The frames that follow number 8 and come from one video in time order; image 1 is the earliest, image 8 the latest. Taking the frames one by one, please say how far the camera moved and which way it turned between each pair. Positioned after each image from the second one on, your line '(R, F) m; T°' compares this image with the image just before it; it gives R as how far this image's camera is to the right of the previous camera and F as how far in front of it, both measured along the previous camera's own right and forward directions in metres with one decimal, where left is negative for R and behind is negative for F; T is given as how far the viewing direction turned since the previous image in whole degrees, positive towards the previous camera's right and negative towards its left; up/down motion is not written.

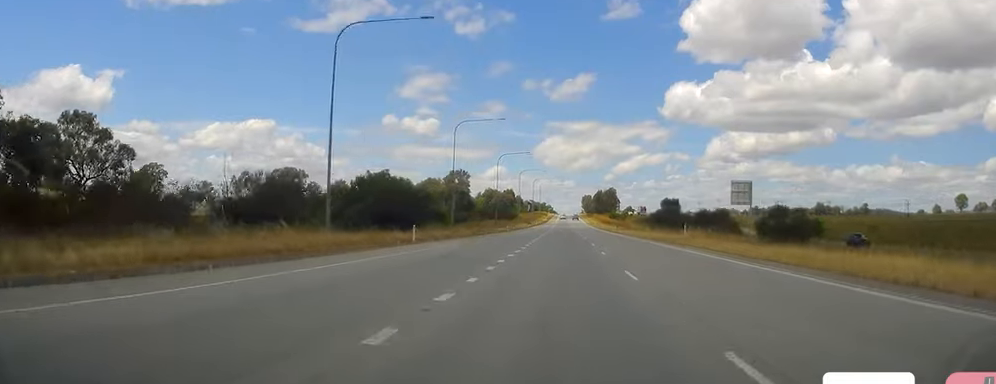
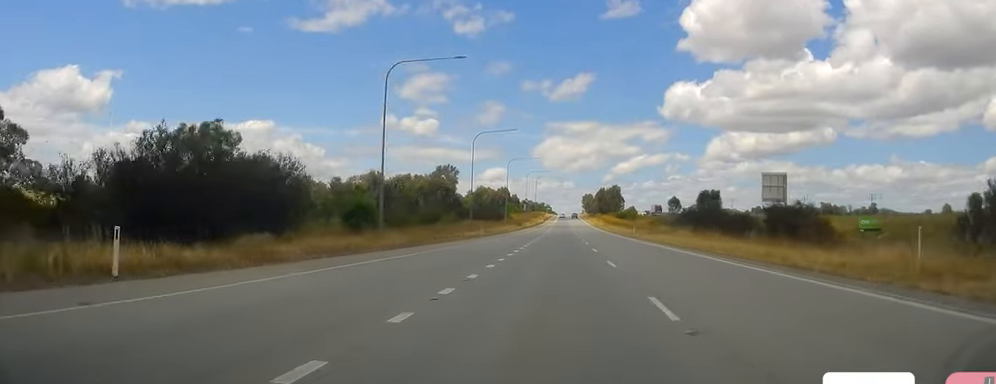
(+0.4, +30.3) m; 0°
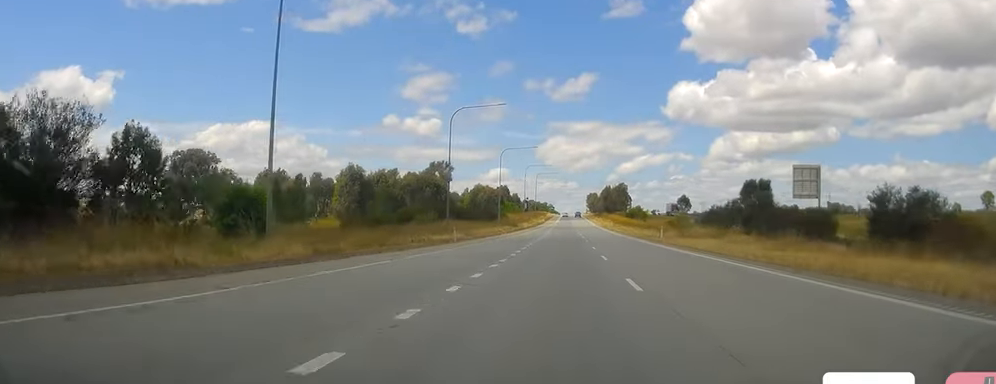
(-0.2, +19.5) m; -1°
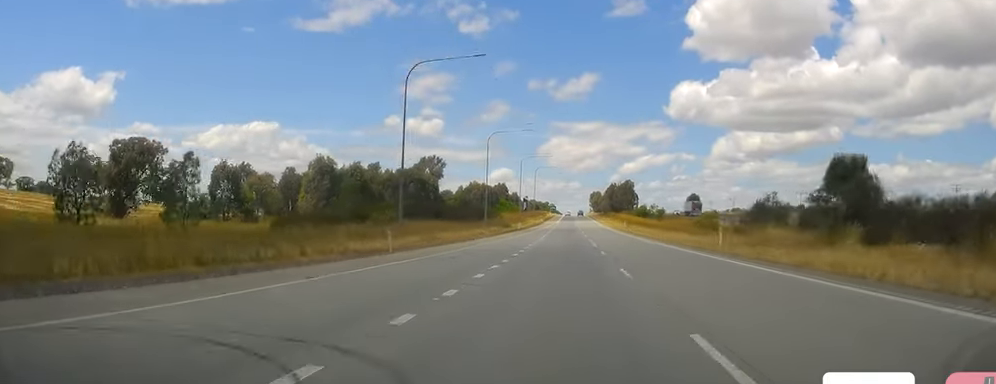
(-0.3, +20.5) m; 0°
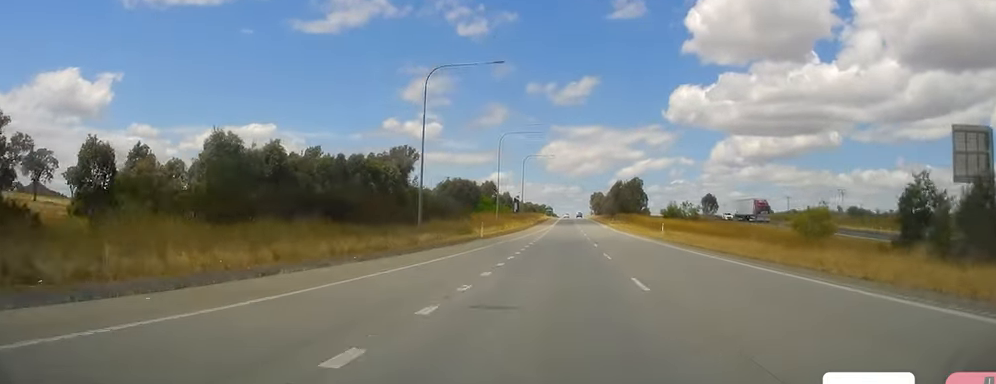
(+0.8, +39.1) m; +2°
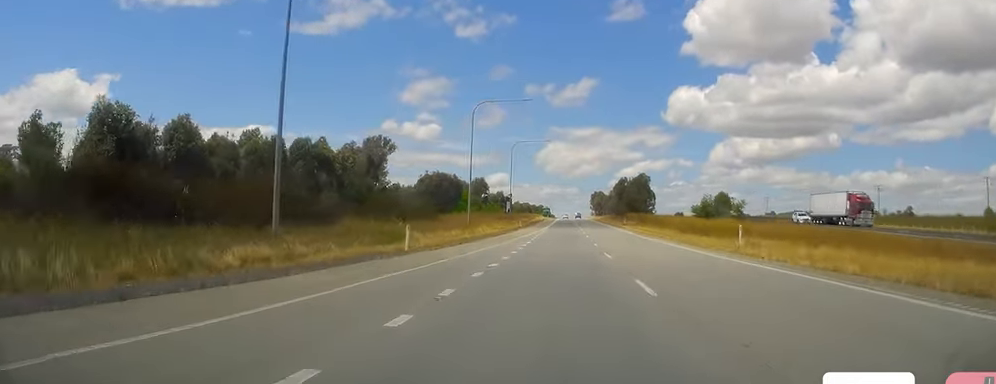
(+0.3, +25.4) m; 0°
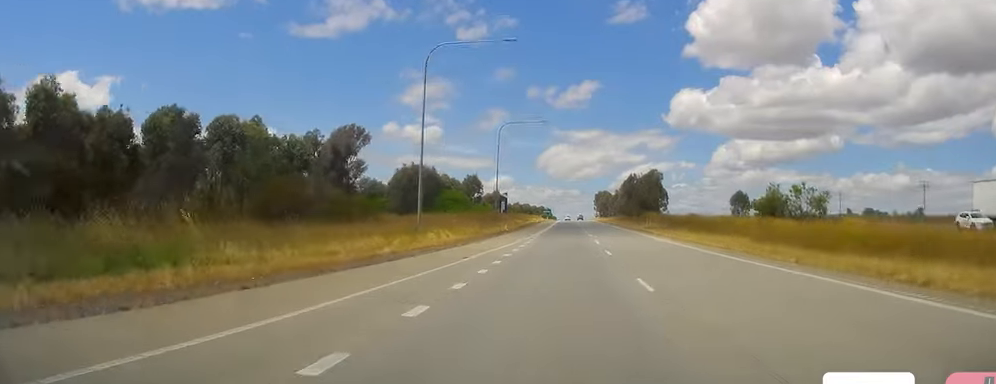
(-0.3, +23.4) m; -1°
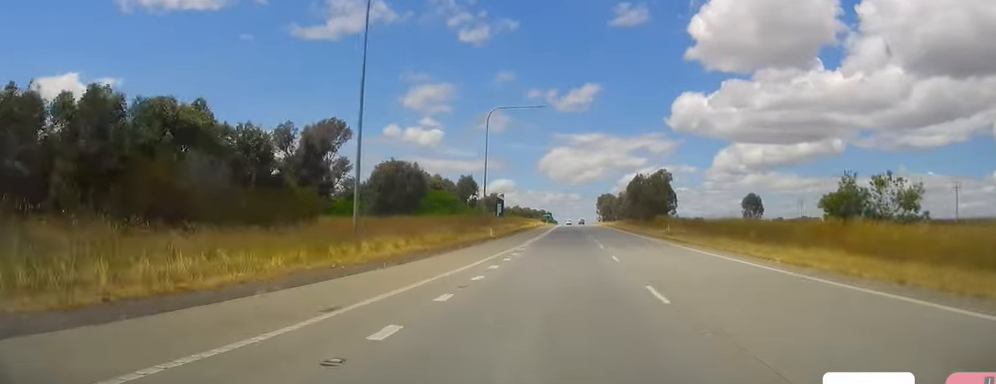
(-0.2, +13.6) m; 0°
